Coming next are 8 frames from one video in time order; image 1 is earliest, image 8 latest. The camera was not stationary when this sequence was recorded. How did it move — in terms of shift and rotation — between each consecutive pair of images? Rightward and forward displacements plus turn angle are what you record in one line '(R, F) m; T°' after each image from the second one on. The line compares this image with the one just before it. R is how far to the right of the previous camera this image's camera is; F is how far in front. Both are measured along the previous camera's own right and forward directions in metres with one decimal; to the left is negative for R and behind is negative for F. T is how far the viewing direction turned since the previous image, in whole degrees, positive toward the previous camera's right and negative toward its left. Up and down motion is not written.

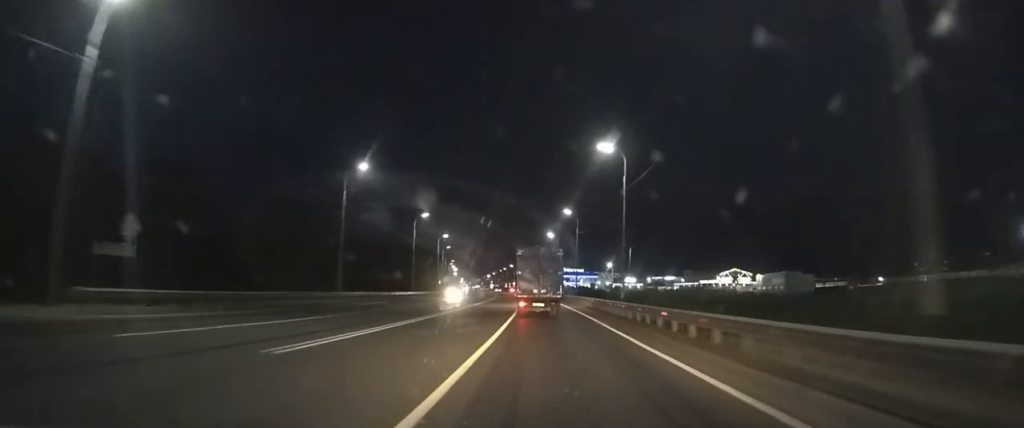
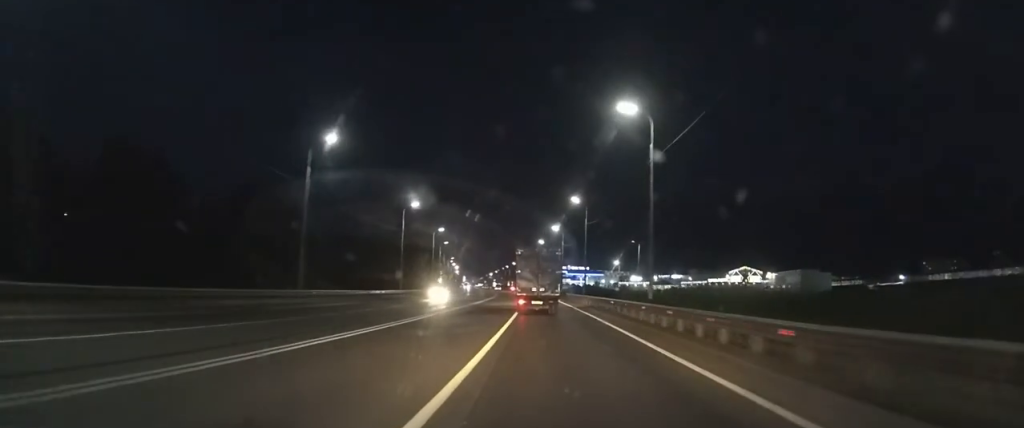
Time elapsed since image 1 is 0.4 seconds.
(0.0, +6.9) m; 0°
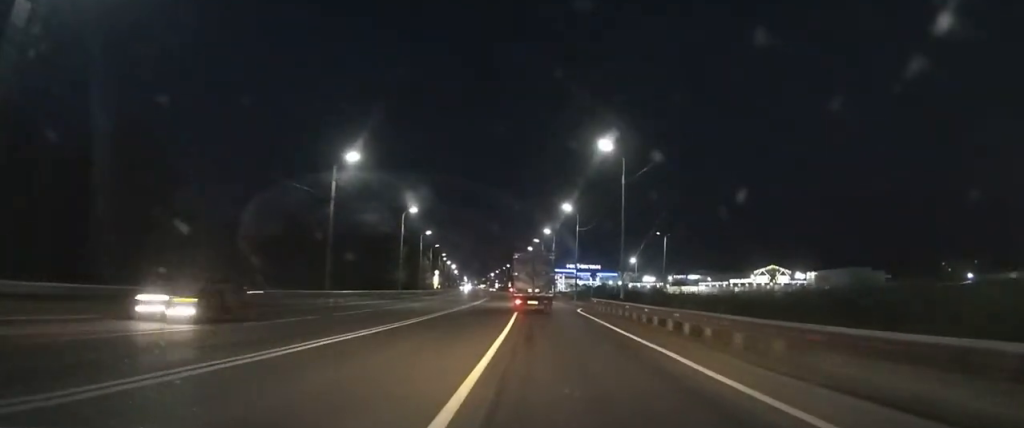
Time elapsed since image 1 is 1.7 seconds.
(-0.3, +22.3) m; -1°
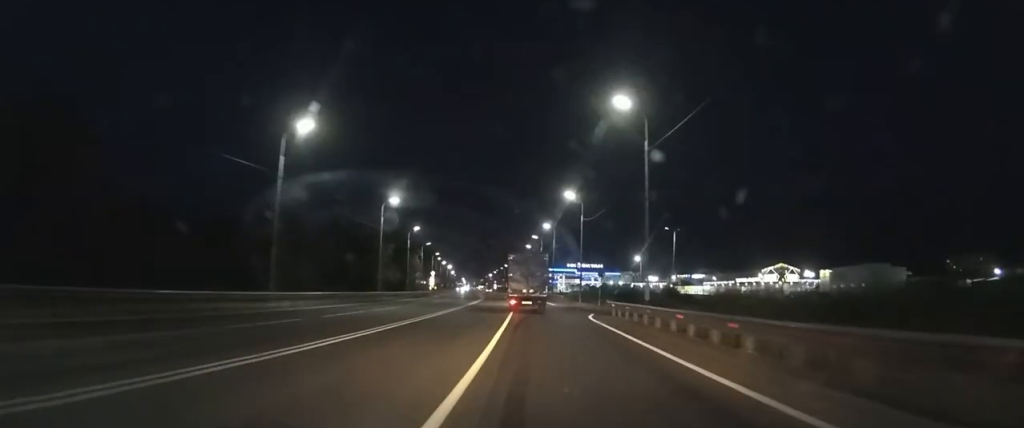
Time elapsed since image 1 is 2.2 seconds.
(-0.1, +8.5) m; 0°
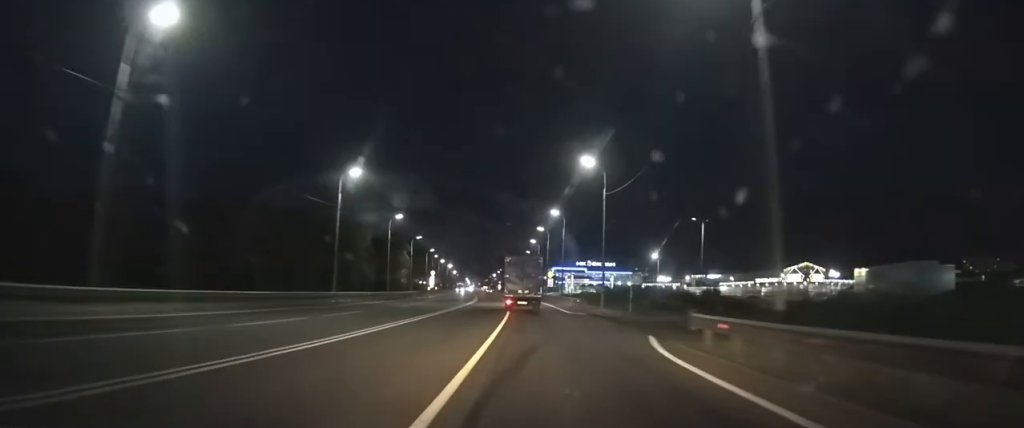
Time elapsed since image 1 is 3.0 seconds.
(+0.1, +15.8) m; 0°
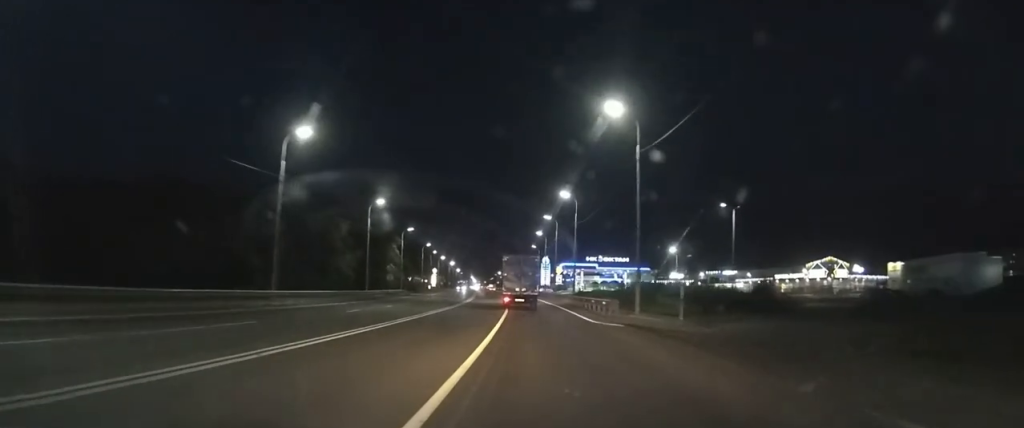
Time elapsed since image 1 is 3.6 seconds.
(-0.1, +13.4) m; -1°
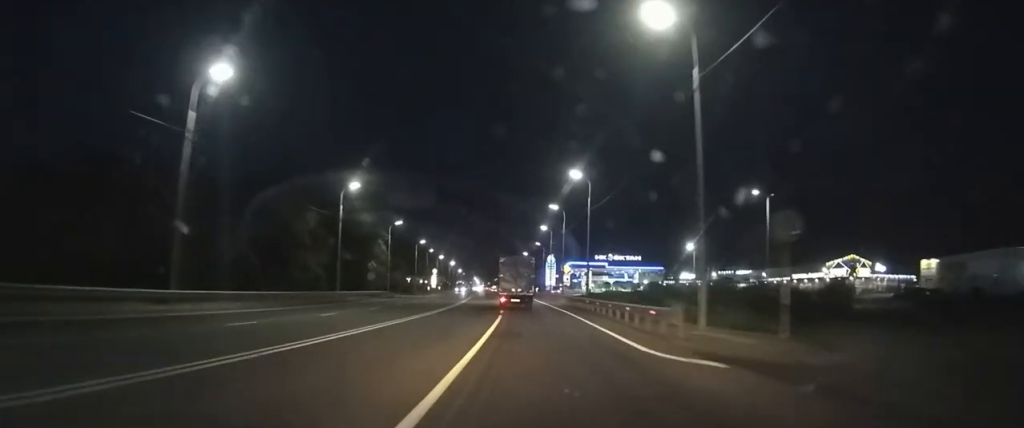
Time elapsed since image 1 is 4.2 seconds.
(0.0, +12.3) m; -1°
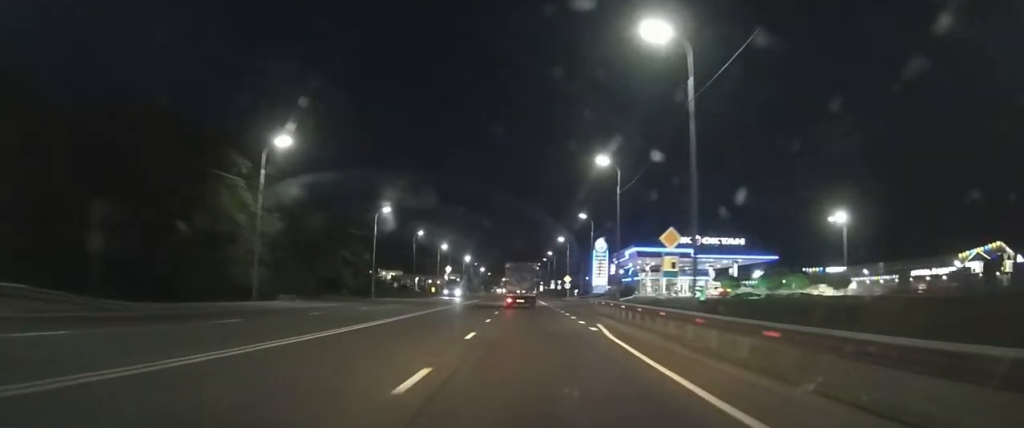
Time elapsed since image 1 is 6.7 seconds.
(-1.0, +58.2) m; -3°
